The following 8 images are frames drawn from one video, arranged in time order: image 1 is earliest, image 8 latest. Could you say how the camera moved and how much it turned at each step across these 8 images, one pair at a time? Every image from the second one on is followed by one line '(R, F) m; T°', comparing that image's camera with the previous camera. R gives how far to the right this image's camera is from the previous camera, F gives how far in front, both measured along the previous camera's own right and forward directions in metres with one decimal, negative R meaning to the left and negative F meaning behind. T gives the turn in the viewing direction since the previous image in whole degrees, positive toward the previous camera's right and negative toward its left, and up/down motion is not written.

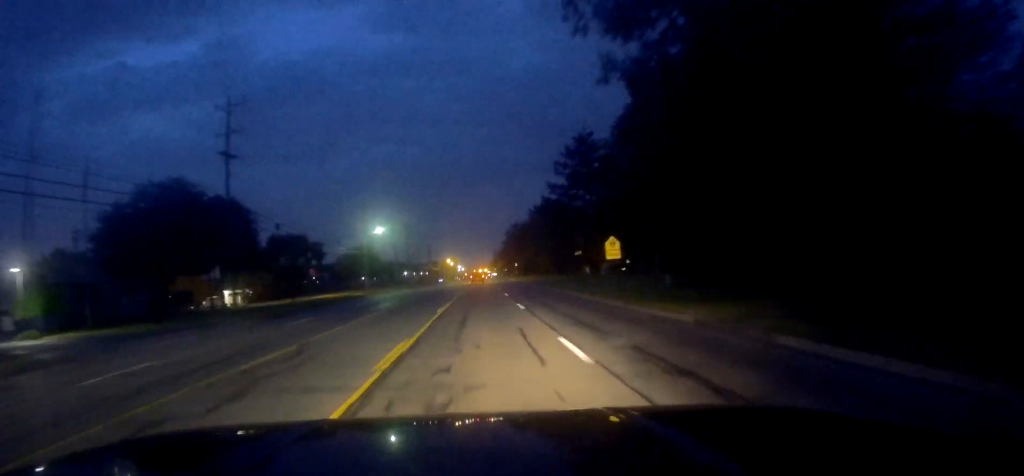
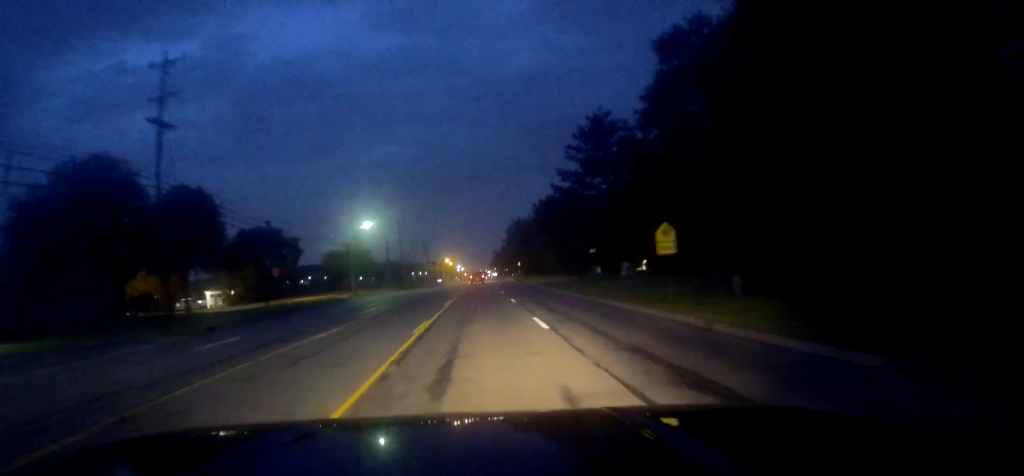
(-0.3, +9.1) m; 0°
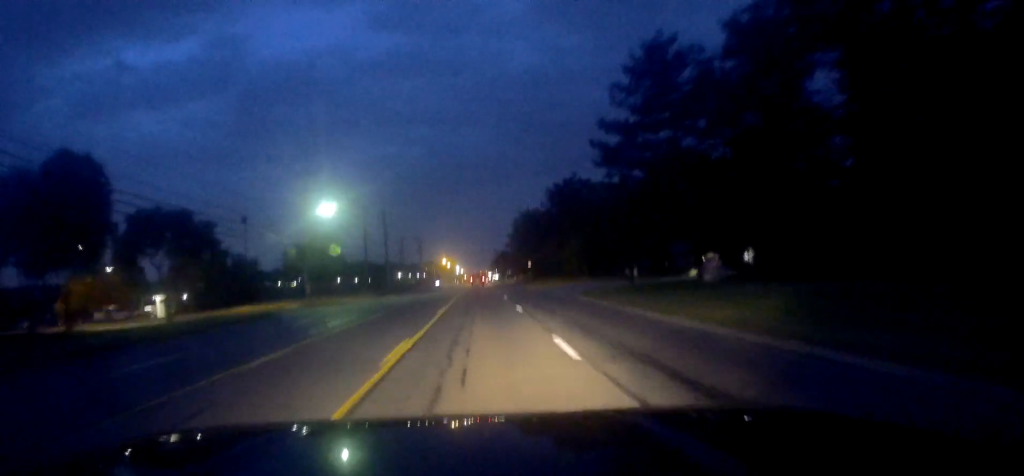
(0.0, +20.1) m; +1°
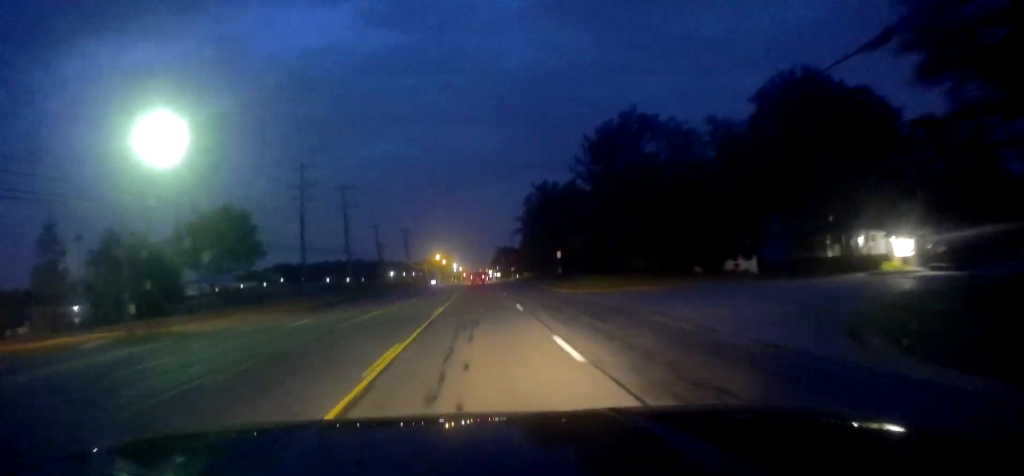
(+0.5, +29.8) m; 0°
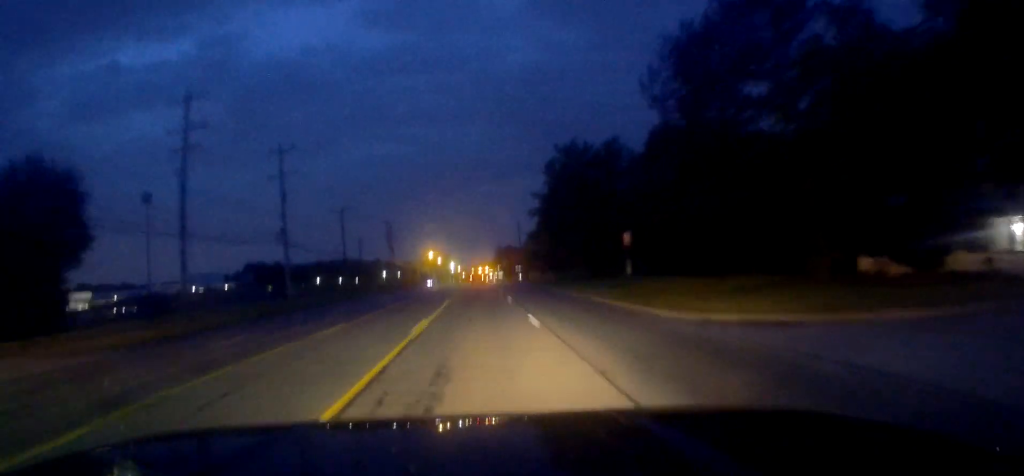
(-0.3, +23.0) m; 0°
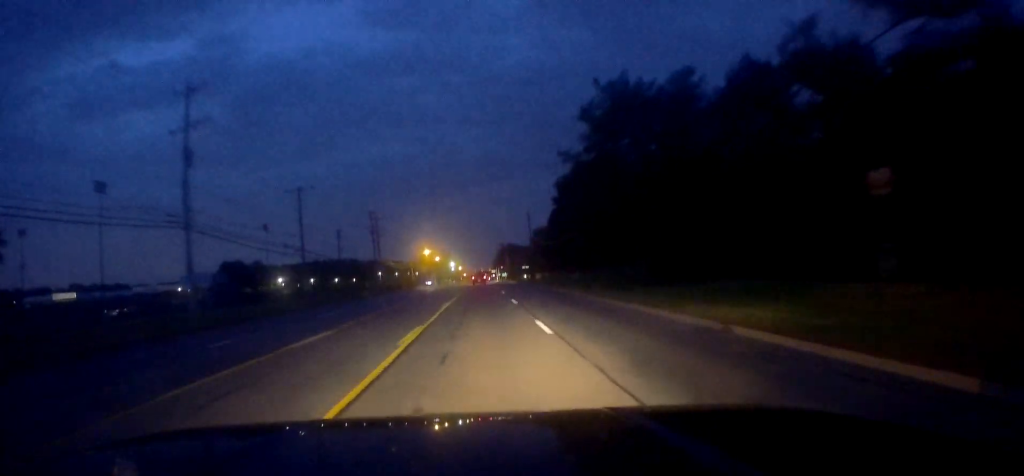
(+0.3, +16.6) m; 0°
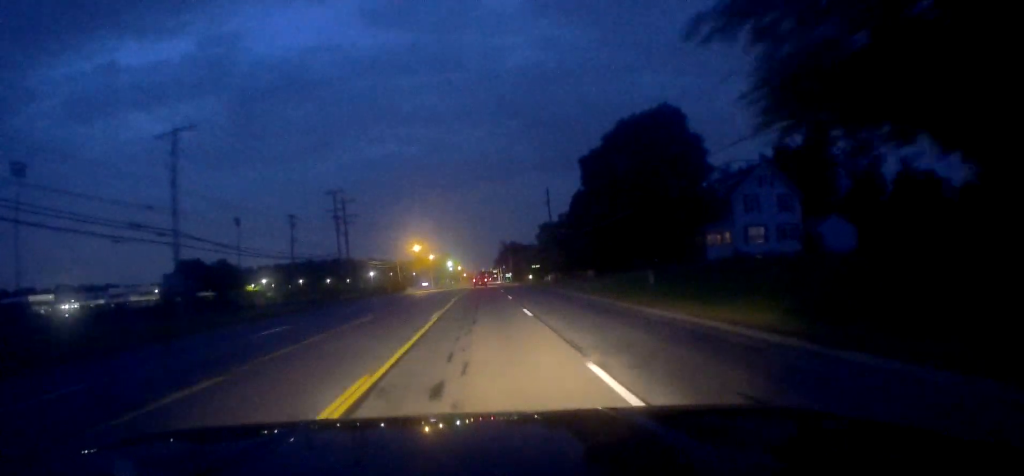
(-0.5, +21.1) m; -1°
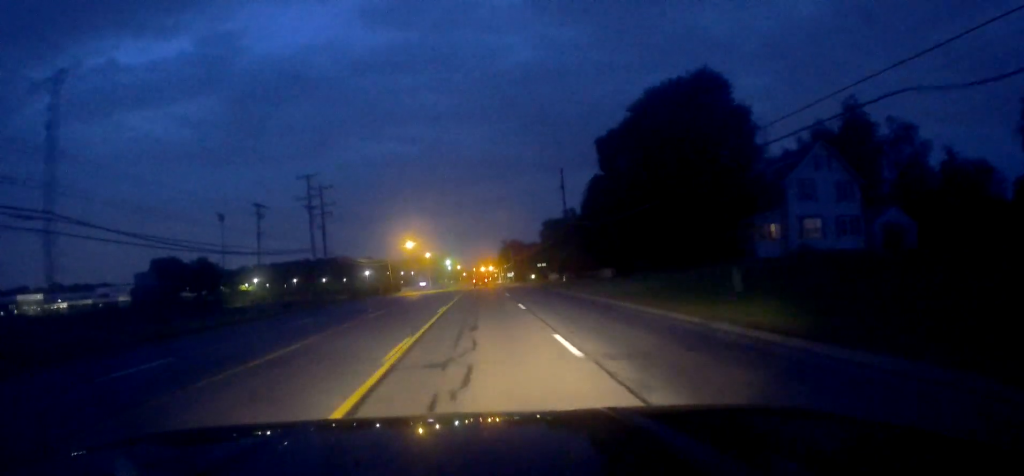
(+0.1, +8.7) m; 0°
